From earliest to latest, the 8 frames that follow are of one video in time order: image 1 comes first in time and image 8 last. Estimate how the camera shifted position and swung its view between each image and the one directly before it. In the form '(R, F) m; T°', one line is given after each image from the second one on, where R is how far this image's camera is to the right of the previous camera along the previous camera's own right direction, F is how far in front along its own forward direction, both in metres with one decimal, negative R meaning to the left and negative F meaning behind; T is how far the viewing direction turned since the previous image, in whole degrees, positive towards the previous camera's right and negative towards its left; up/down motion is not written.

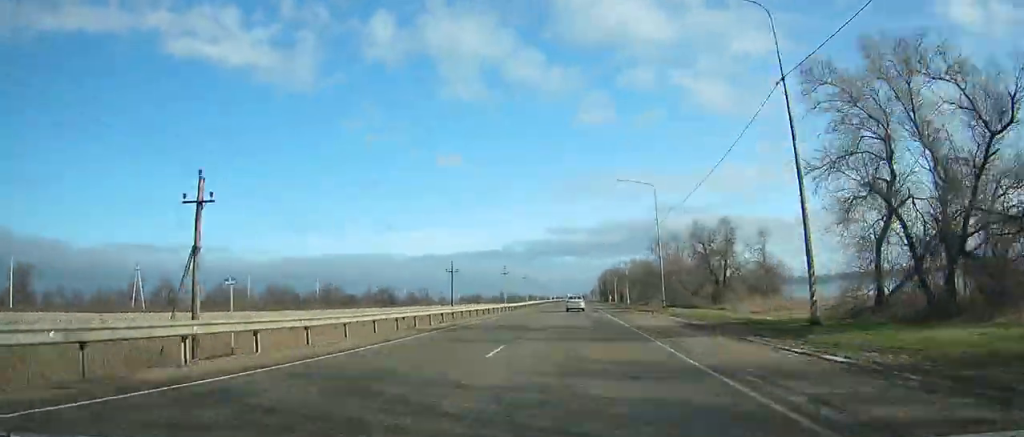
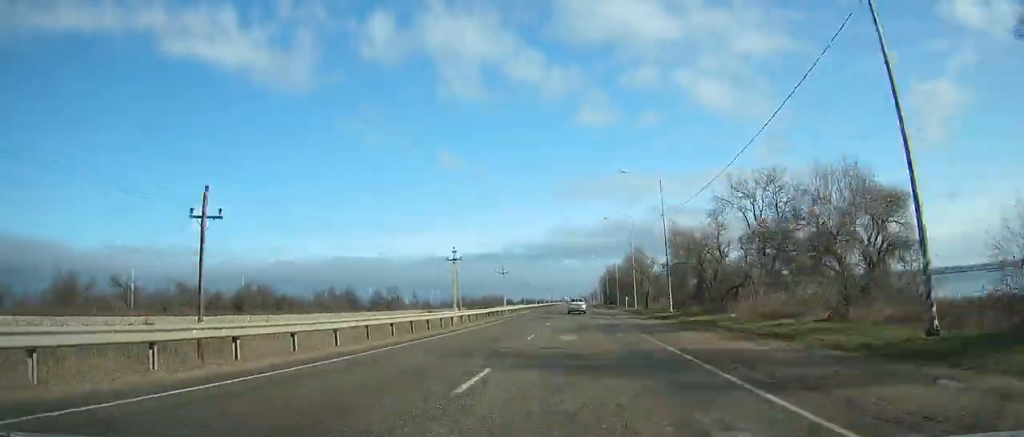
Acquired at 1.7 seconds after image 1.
(+1.8, +39.2) m; -1°
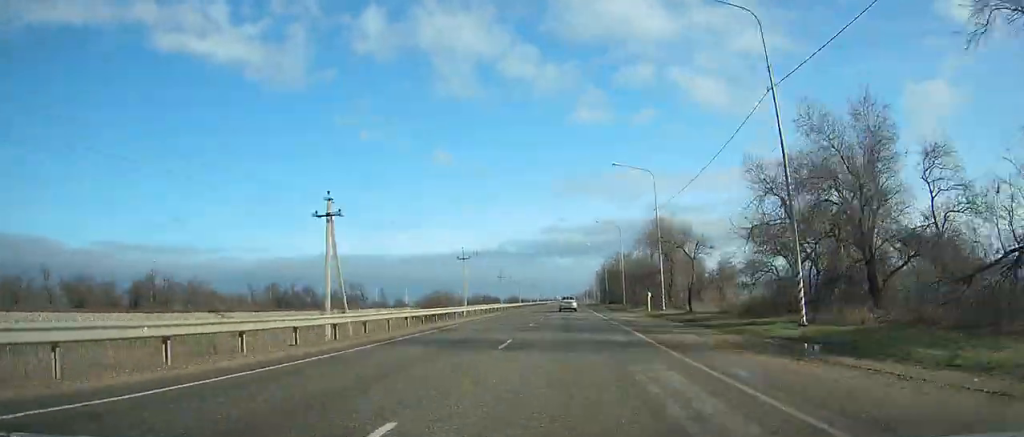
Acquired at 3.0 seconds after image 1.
(-2.1, +30.2) m; -3°
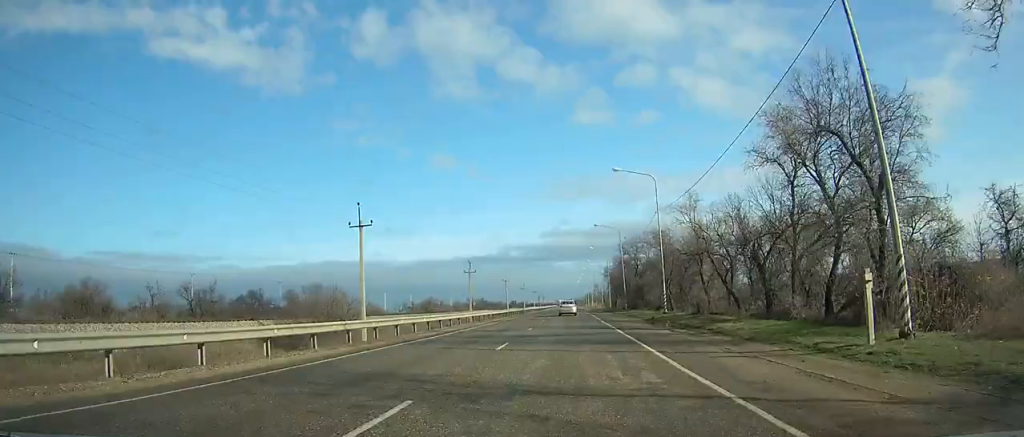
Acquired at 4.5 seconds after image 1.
(-0.4, +34.9) m; -4°
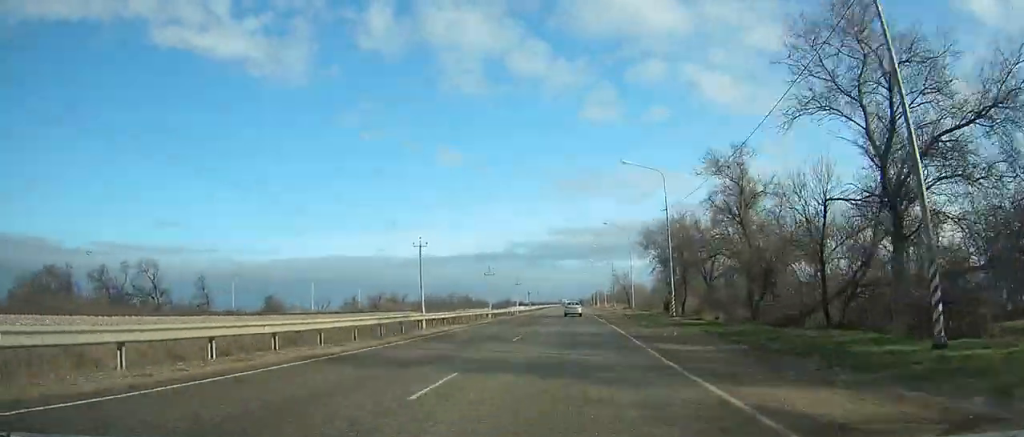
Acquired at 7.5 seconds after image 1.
(-4.2, +68.8) m; +7°
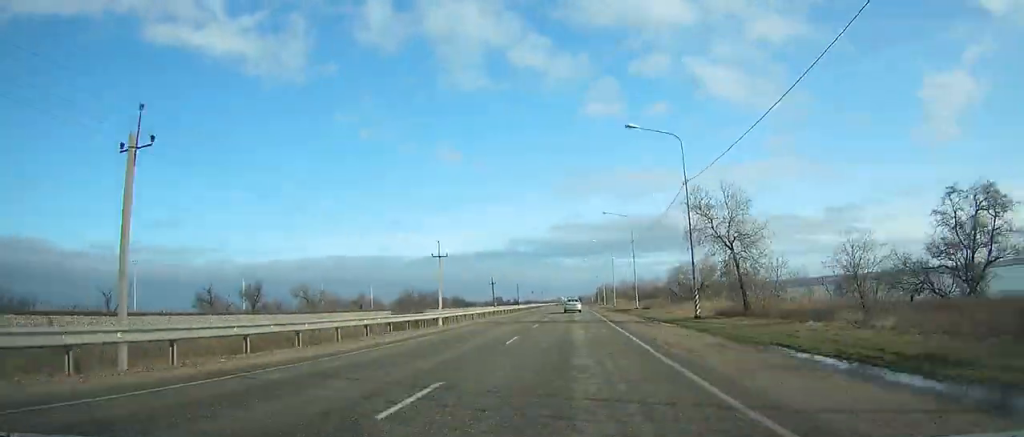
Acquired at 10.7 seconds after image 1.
(+12.7, +72.4) m; +6°
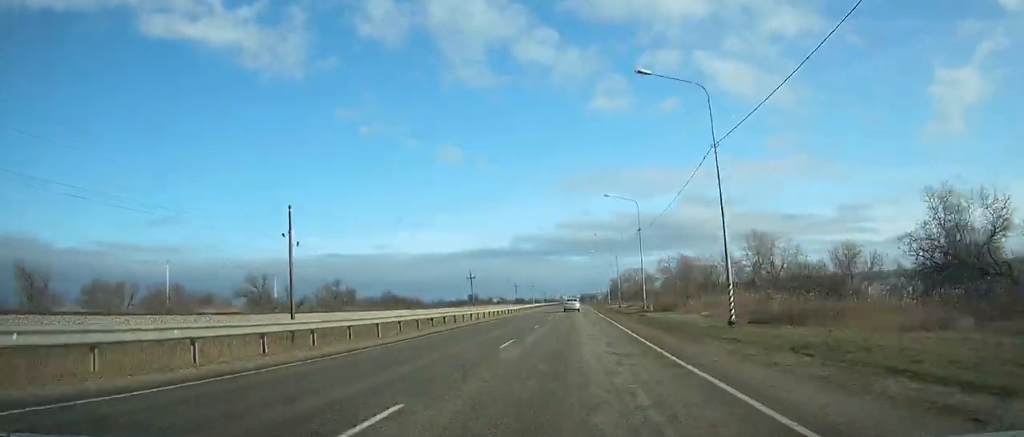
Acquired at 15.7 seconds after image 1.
(-10.2, +113.0) m; -6°
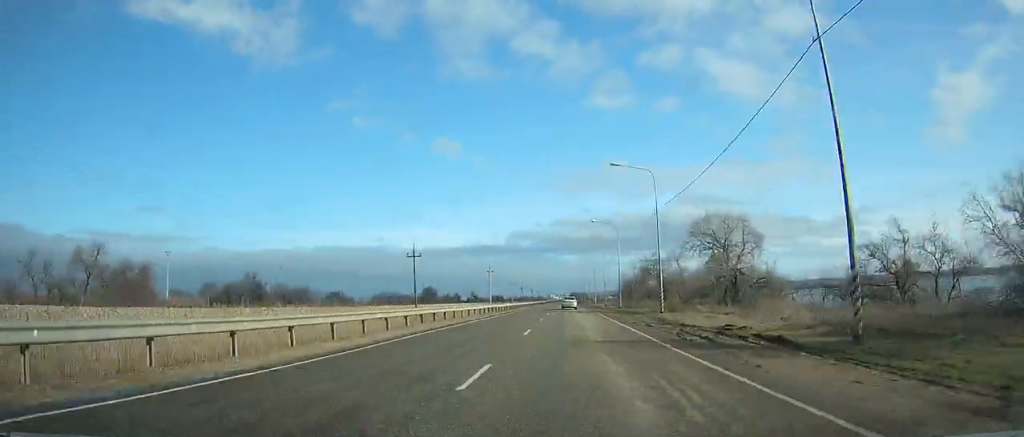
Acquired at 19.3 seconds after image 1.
(-0.2, +81.9) m; 0°
